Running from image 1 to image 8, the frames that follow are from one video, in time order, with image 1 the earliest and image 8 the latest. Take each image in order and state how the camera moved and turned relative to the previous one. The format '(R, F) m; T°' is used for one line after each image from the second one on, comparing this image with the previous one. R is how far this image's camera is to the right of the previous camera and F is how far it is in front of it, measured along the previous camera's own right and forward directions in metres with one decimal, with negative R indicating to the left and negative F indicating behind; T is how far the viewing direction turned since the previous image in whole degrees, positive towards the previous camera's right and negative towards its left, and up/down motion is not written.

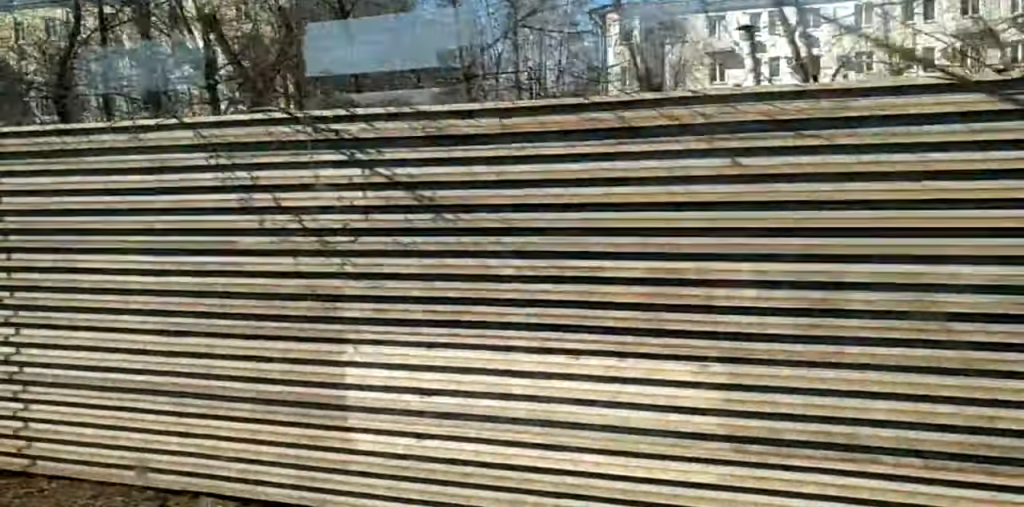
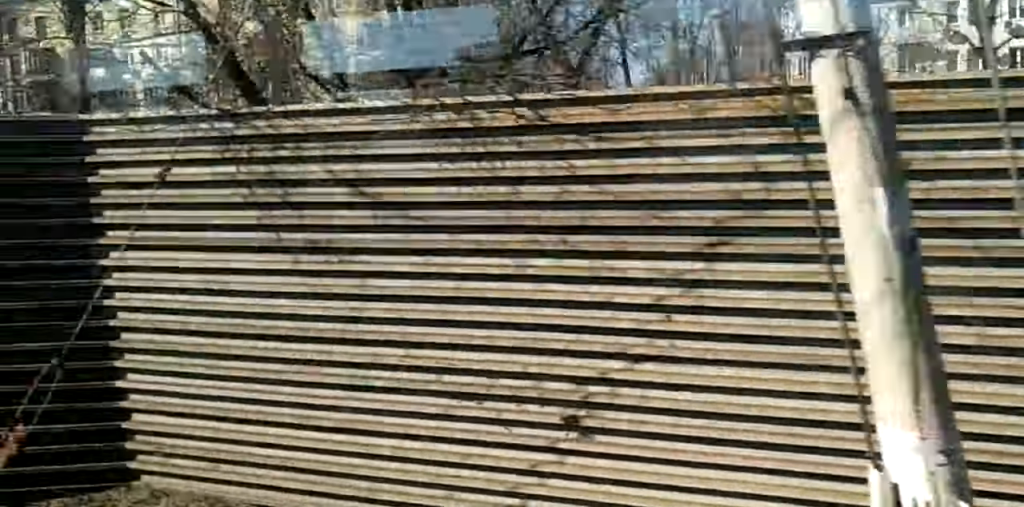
(0.0, +12.6) m; 0°
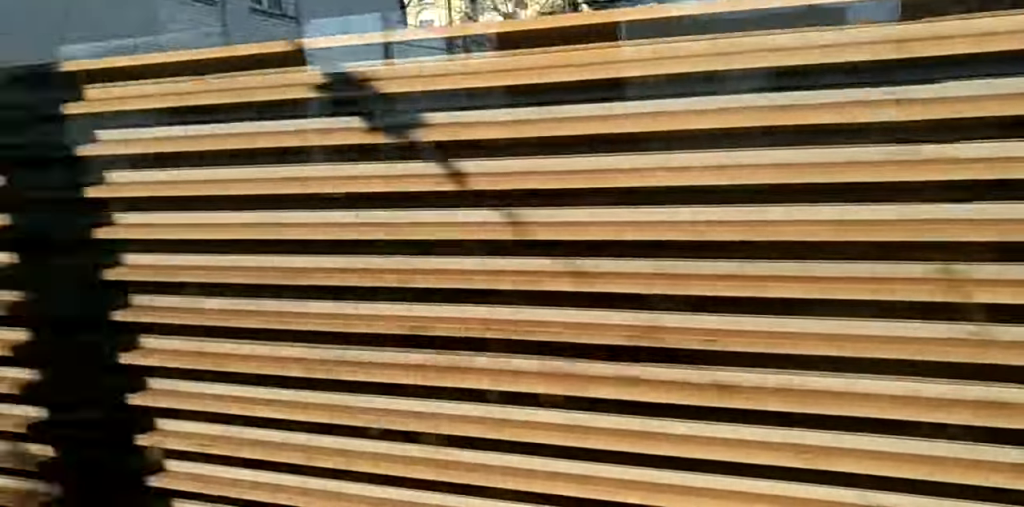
(0.0, +25.1) m; 0°
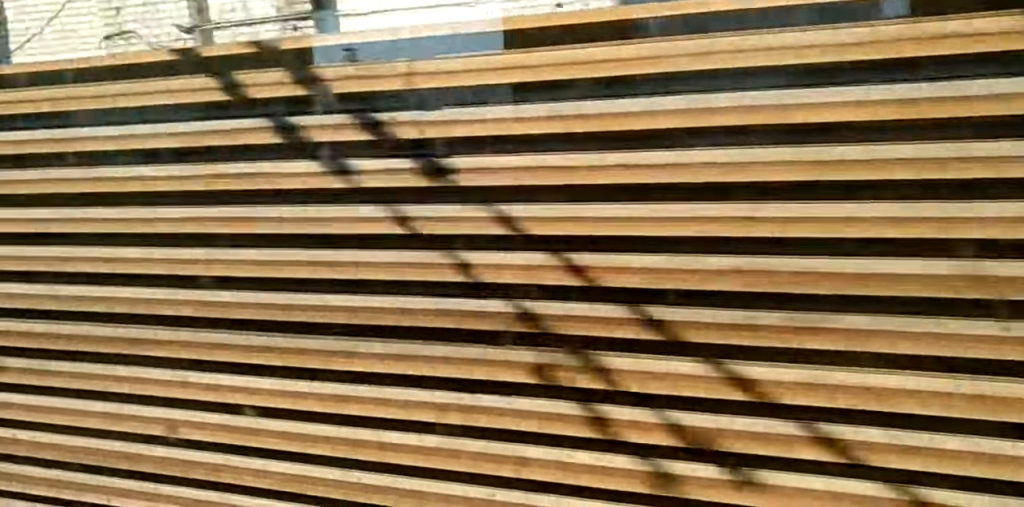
(0.0, +9.4) m; 0°
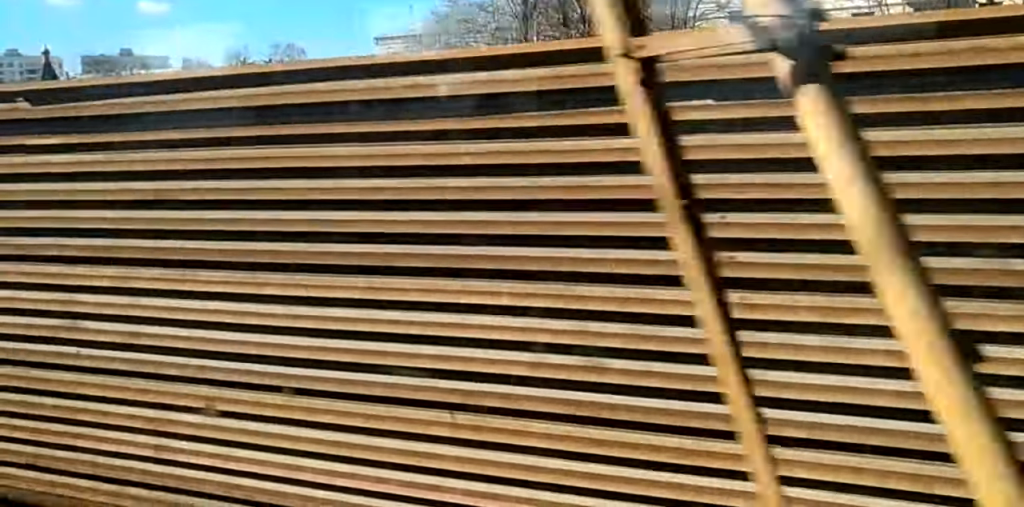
(0.0, +45.2) m; 0°
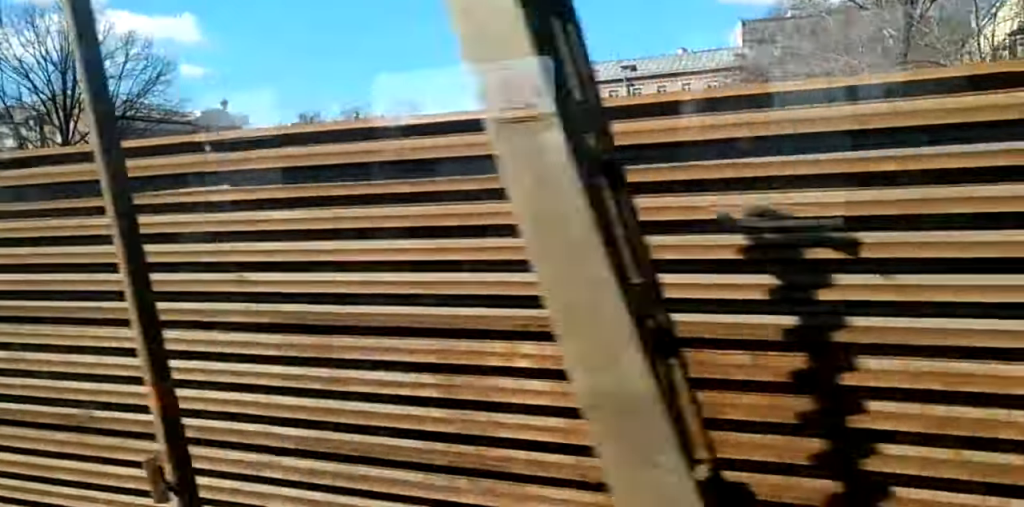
(0.0, +21.0) m; 0°
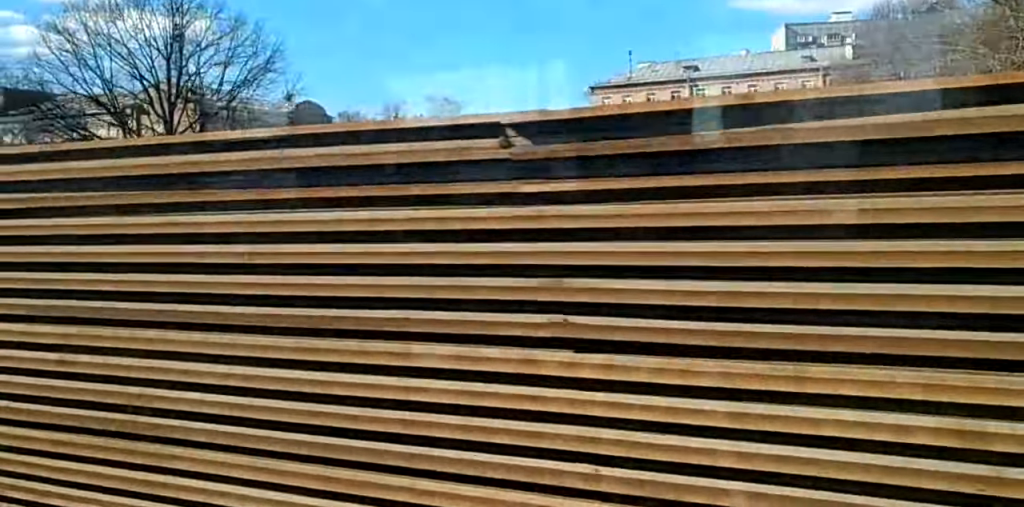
(0.0, +7.8) m; 0°
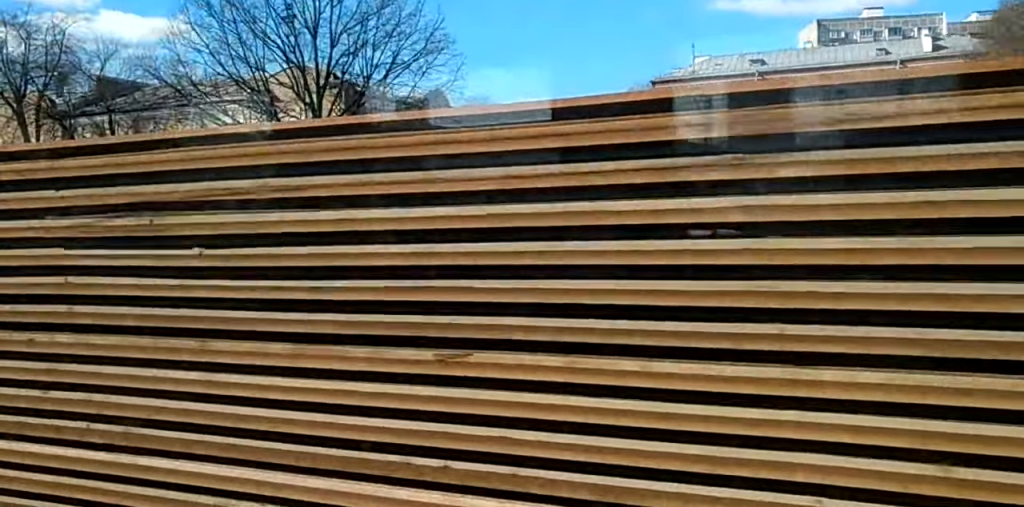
(0.0, +10.9) m; 0°
